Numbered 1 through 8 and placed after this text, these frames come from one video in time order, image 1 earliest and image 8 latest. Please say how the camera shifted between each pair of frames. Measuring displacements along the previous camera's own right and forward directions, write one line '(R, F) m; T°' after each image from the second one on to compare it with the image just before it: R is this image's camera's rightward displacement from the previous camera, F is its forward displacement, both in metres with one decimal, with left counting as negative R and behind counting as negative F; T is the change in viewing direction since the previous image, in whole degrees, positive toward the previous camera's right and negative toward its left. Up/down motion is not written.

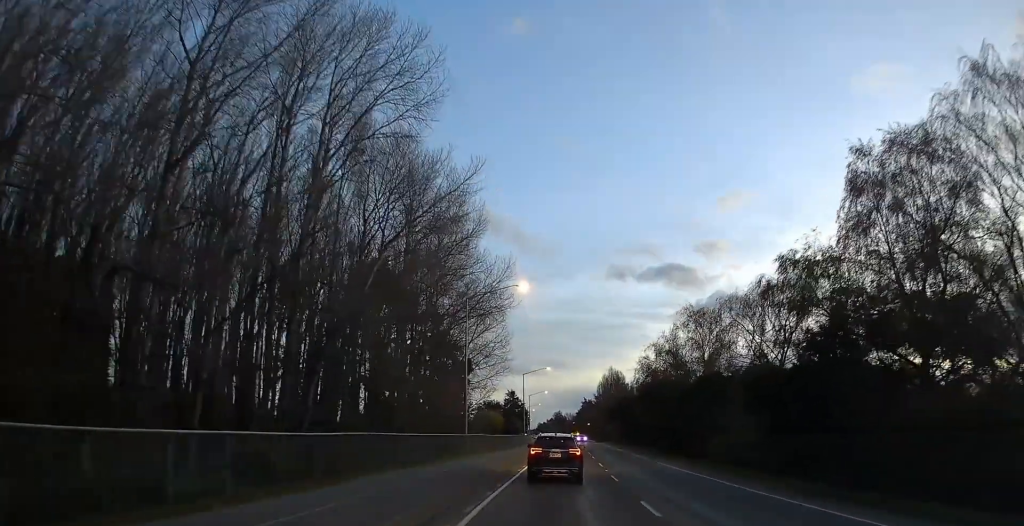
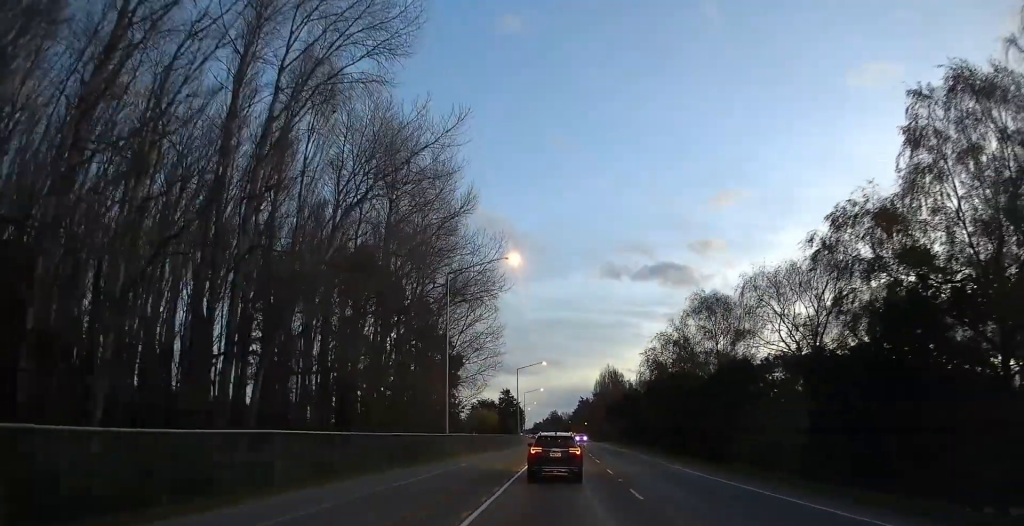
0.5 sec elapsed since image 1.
(-0.1, +6.8) m; -1°
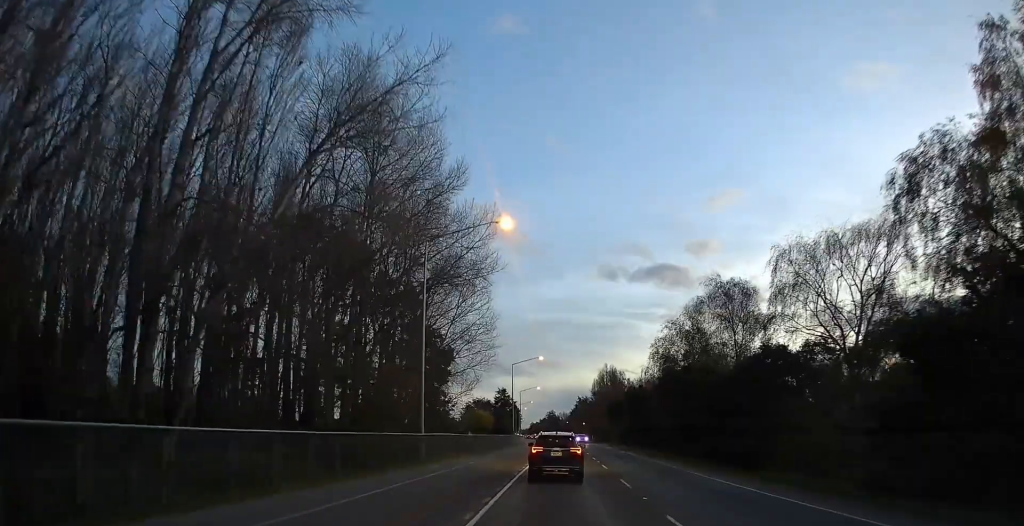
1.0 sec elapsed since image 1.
(0.0, +6.5) m; 0°
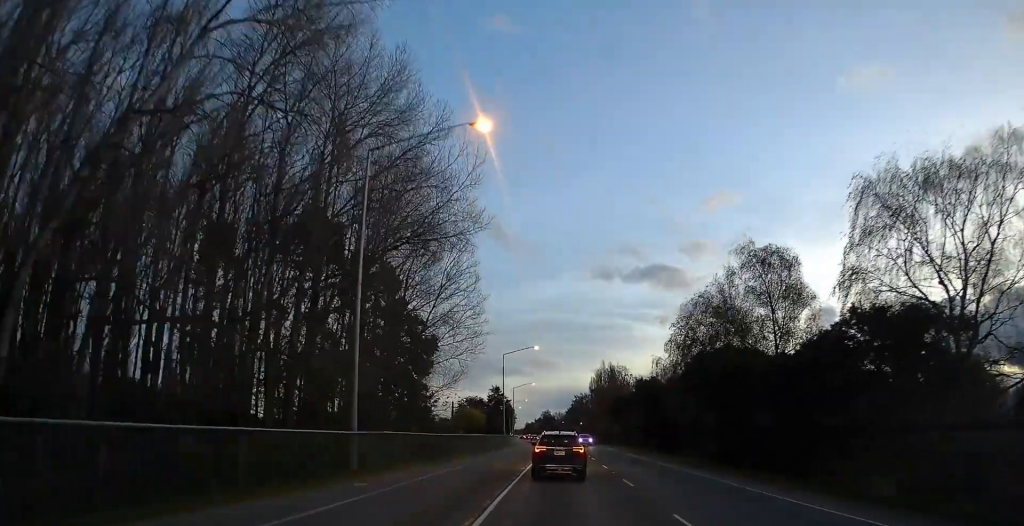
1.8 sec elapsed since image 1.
(0.0, +10.3) m; 0°
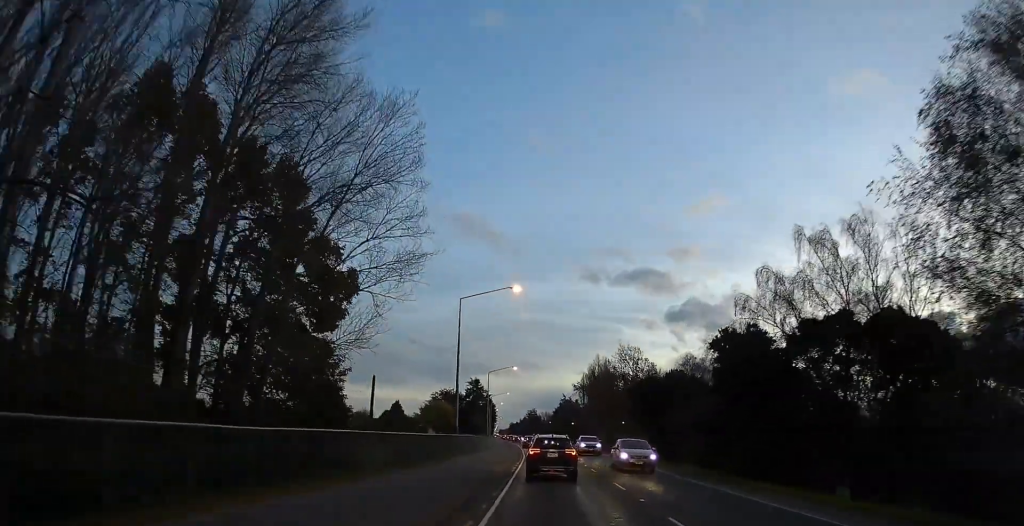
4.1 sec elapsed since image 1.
(0.0, +29.6) m; 0°
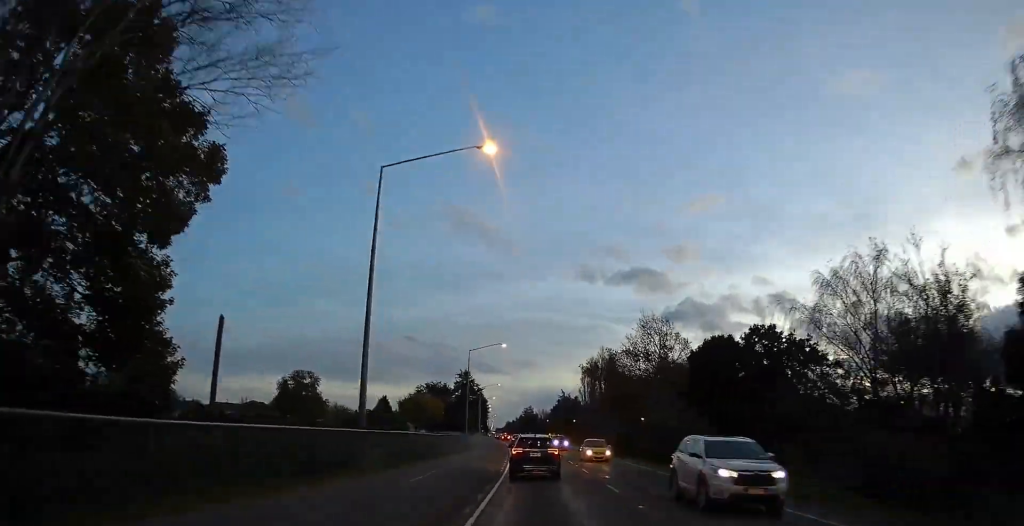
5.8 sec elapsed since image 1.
(0.0, +21.2) m; +1°
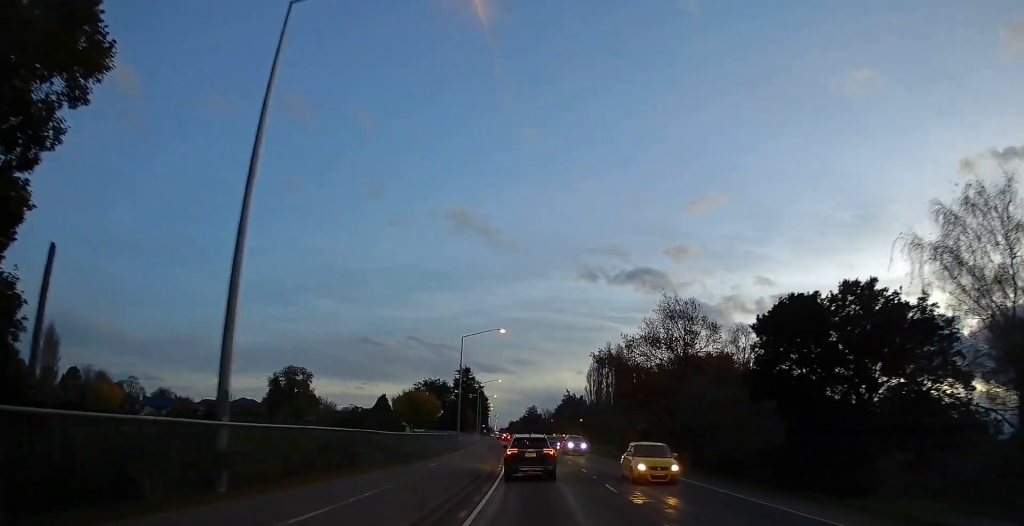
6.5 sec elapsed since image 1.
(-0.1, +9.8) m; +2°
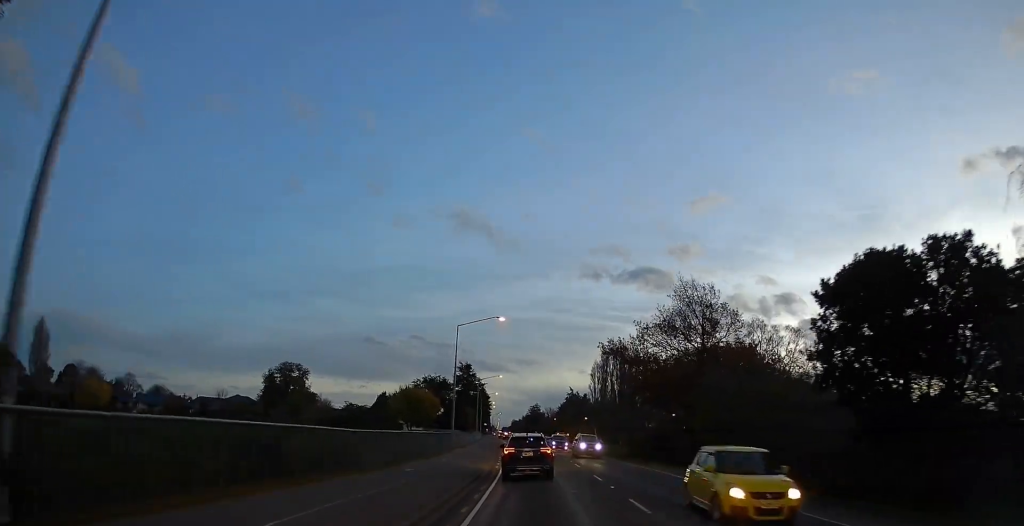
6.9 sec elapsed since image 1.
(+0.3, +5.7) m; 0°
